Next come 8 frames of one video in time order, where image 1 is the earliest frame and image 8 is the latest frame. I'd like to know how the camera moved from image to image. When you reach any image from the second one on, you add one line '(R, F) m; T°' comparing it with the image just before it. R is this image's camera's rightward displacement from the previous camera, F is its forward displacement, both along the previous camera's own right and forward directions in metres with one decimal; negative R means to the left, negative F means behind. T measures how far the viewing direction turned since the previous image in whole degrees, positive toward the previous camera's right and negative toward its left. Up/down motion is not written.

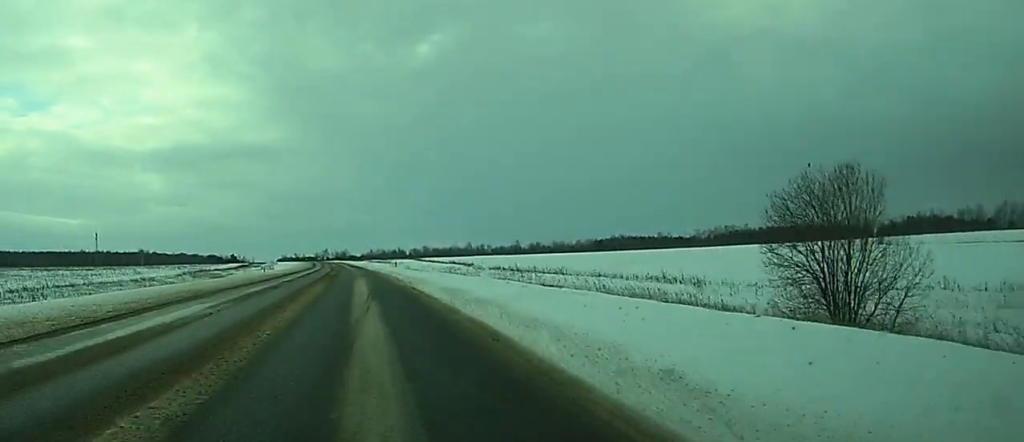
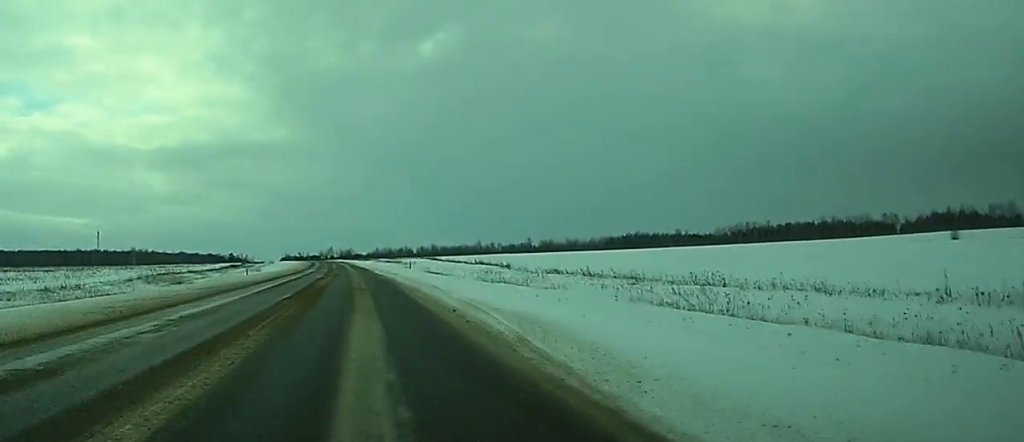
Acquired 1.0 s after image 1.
(-0.1, +27.0) m; -1°
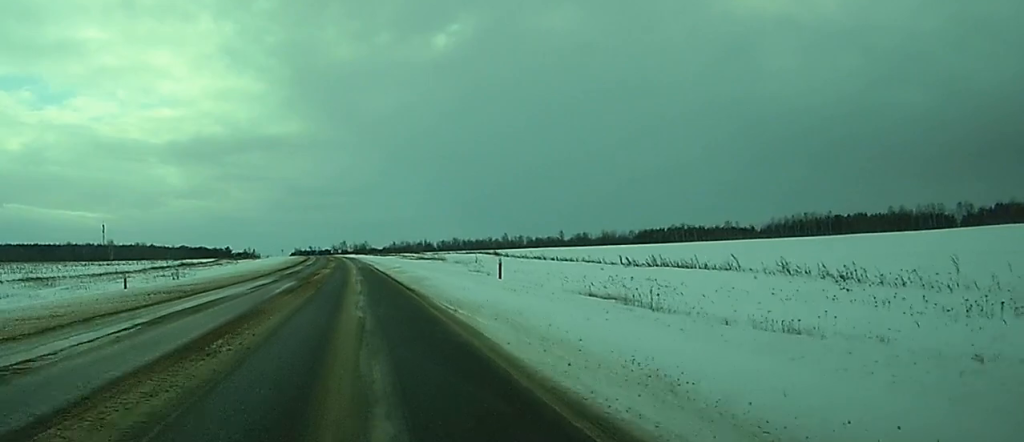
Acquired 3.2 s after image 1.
(-0.9, +64.3) m; -2°
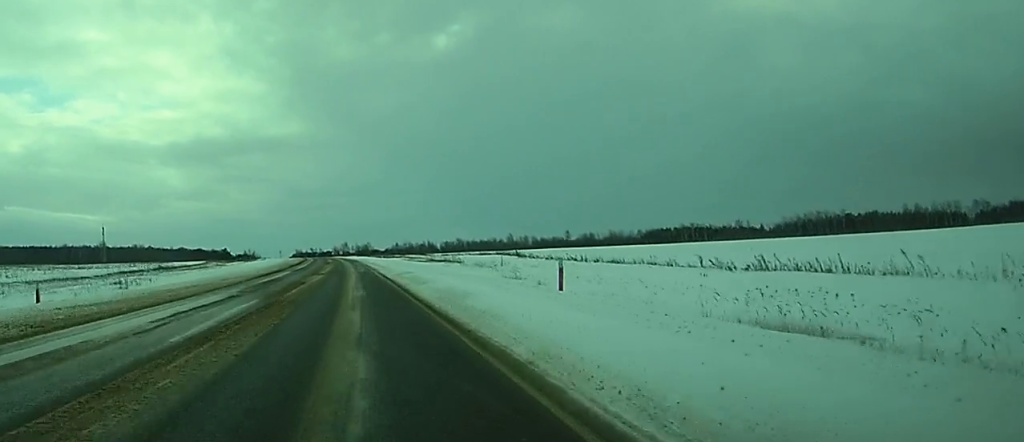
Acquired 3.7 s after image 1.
(-0.1, +14.3) m; 0°
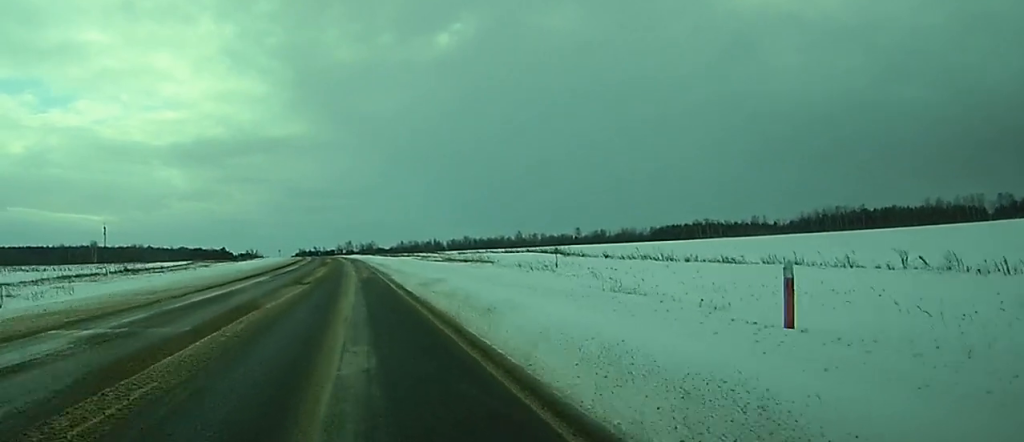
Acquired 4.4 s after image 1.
(0.0, +18.2) m; 0°
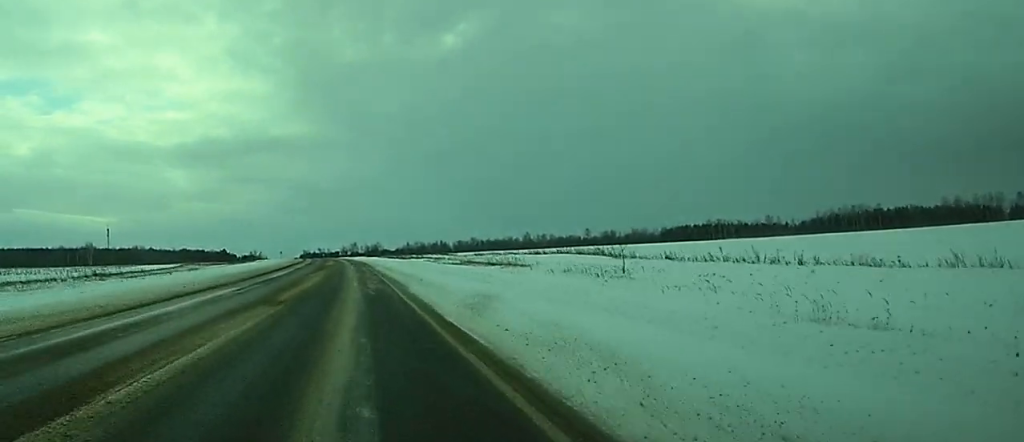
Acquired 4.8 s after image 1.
(0.0, +12.4) m; 0°
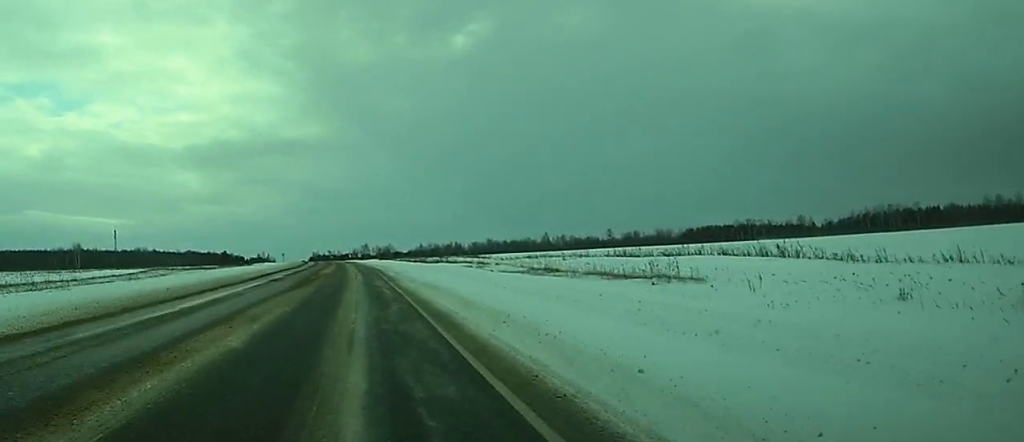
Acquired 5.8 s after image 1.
(-0.1, +27.8) m; -1°
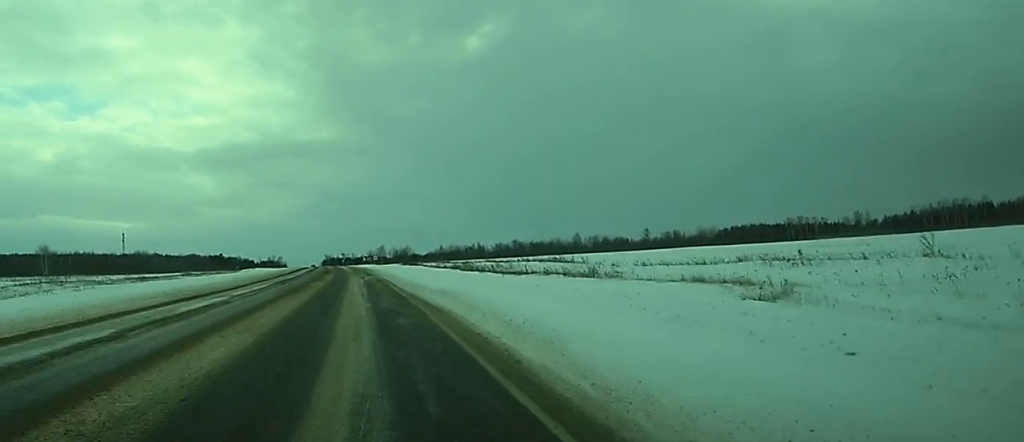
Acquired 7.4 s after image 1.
(-0.3, +46.9) m; 0°
